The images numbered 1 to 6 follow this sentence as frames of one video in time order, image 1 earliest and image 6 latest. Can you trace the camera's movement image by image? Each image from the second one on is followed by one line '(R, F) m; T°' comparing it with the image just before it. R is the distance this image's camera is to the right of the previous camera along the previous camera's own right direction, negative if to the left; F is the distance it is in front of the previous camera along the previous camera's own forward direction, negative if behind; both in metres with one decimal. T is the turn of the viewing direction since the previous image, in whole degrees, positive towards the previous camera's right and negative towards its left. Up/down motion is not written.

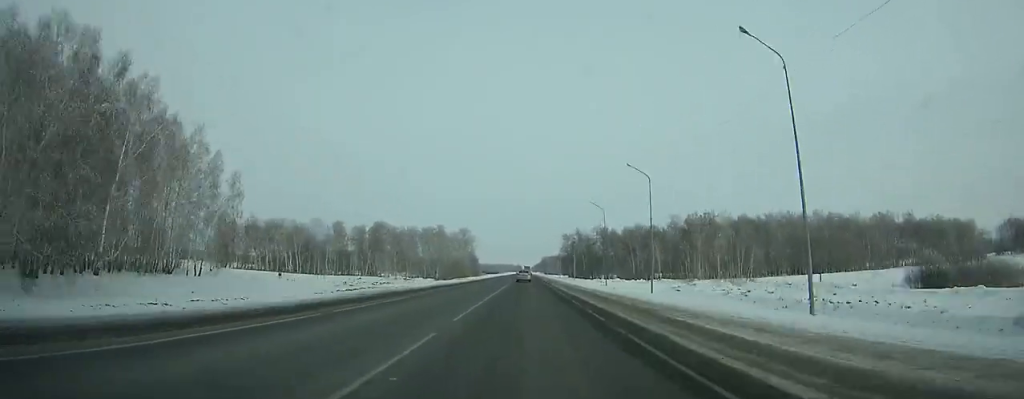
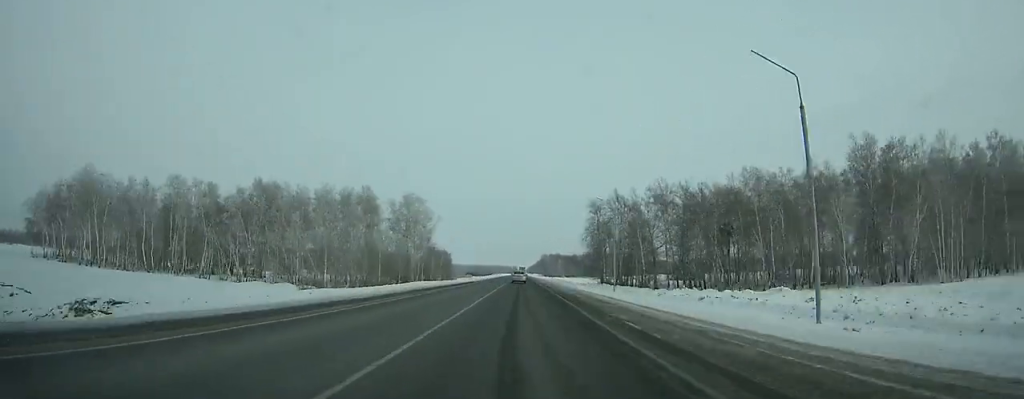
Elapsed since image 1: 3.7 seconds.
(0.0, +105.5) m; 0°
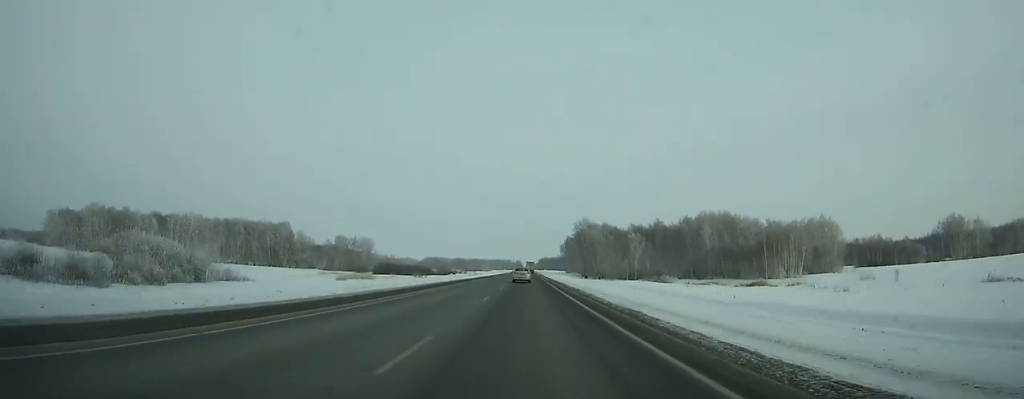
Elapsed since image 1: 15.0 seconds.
(-0.9, +321.9) m; 0°
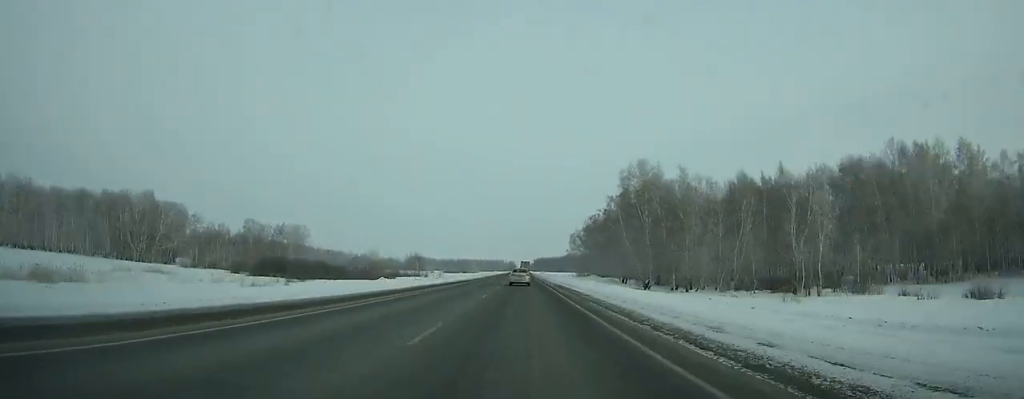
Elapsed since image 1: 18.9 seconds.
(+0.2, +108.0) m; 0°
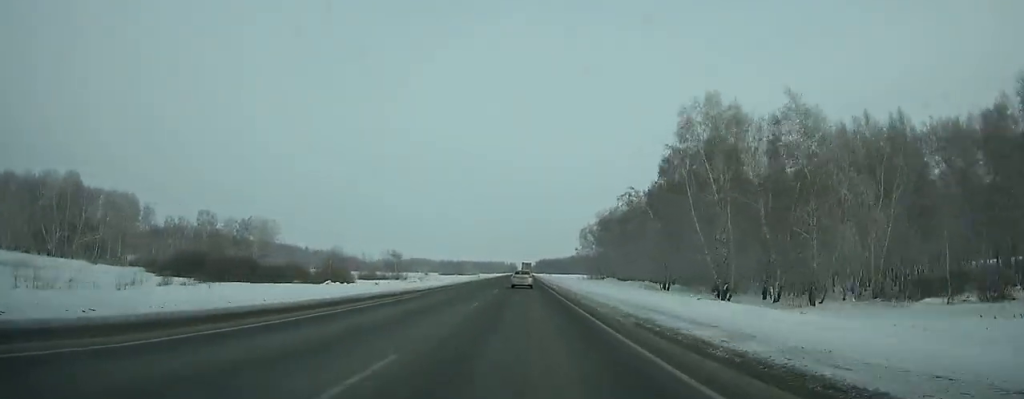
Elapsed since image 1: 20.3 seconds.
(0.0, +37.9) m; 0°
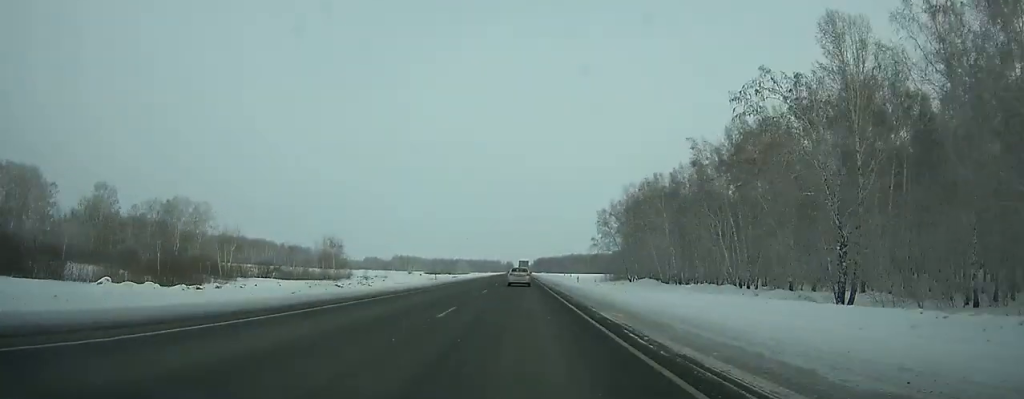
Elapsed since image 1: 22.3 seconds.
(0.0, +53.5) m; 0°
